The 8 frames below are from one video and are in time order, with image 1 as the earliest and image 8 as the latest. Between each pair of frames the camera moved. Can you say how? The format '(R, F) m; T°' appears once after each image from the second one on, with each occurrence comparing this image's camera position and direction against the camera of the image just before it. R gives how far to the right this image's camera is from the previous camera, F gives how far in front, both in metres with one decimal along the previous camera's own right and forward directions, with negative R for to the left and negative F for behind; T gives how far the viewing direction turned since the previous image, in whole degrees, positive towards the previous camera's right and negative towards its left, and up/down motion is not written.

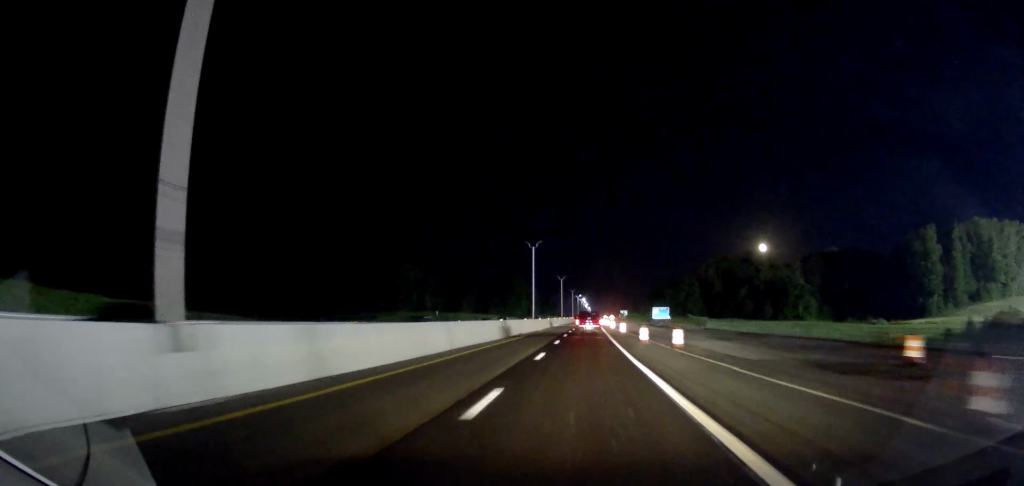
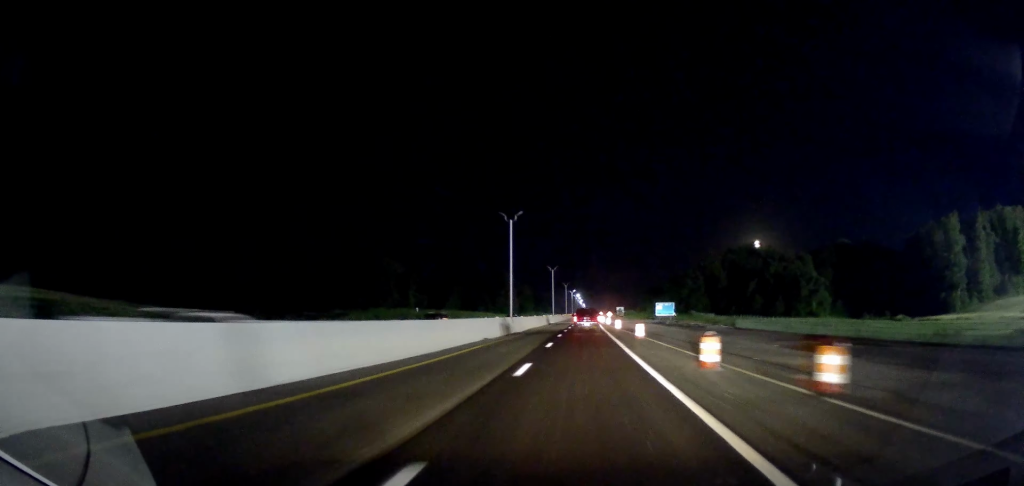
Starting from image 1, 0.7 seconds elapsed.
(+0.1, +18.3) m; 0°
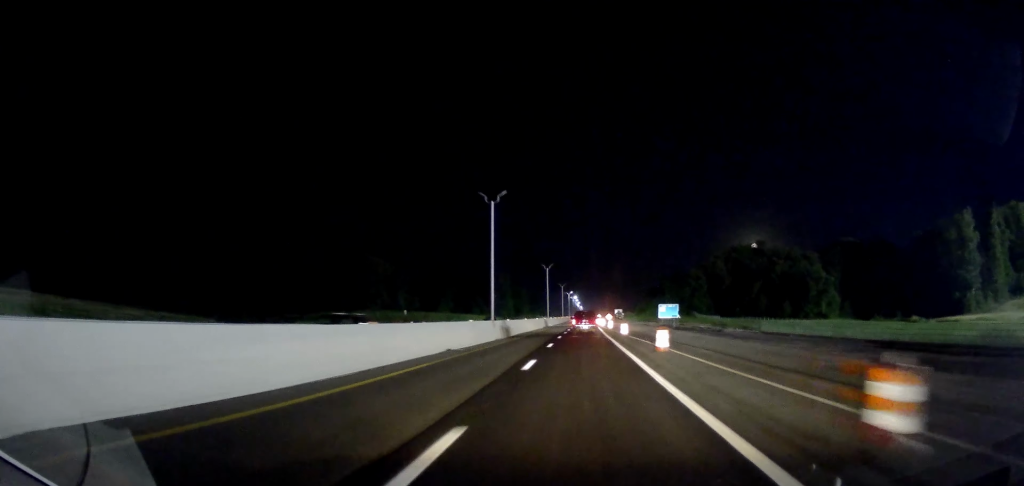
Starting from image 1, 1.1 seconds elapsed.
(0.0, +10.0) m; 0°
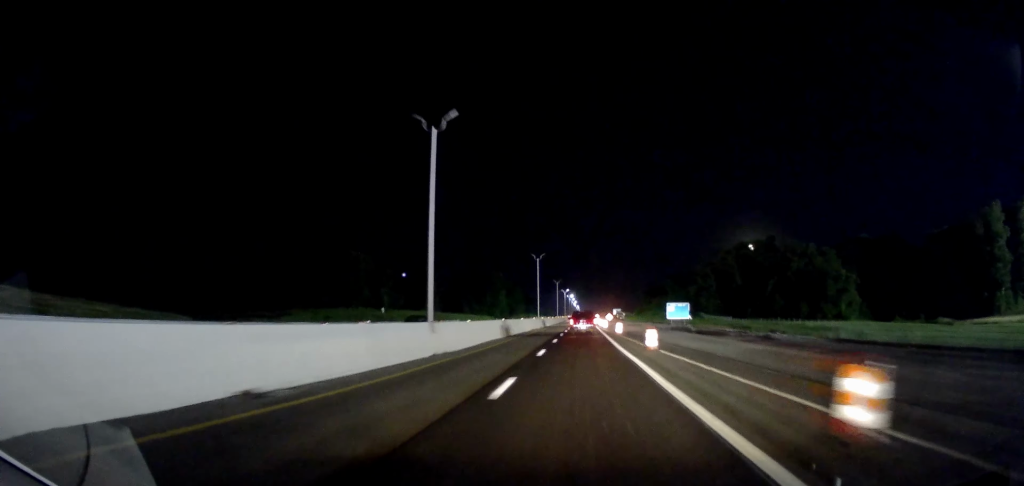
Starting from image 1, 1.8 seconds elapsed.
(0.0, +17.5) m; 0°
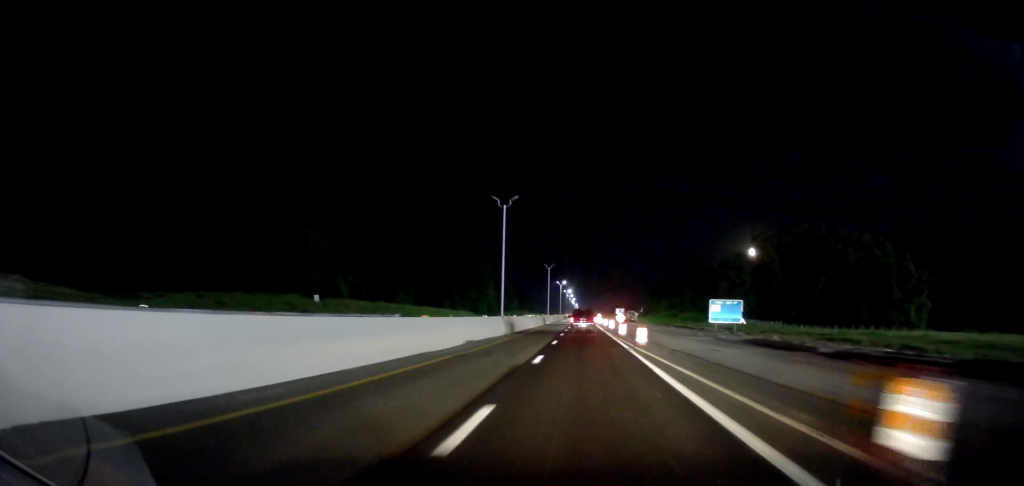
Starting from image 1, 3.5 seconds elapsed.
(+0.3, +40.7) m; +2°
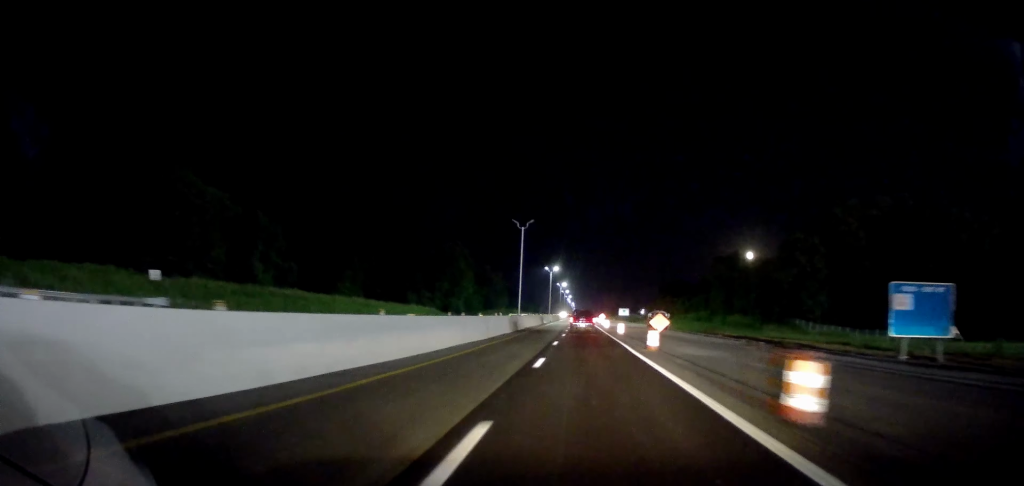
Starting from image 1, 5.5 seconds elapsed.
(+0.5, +50.6) m; 0°
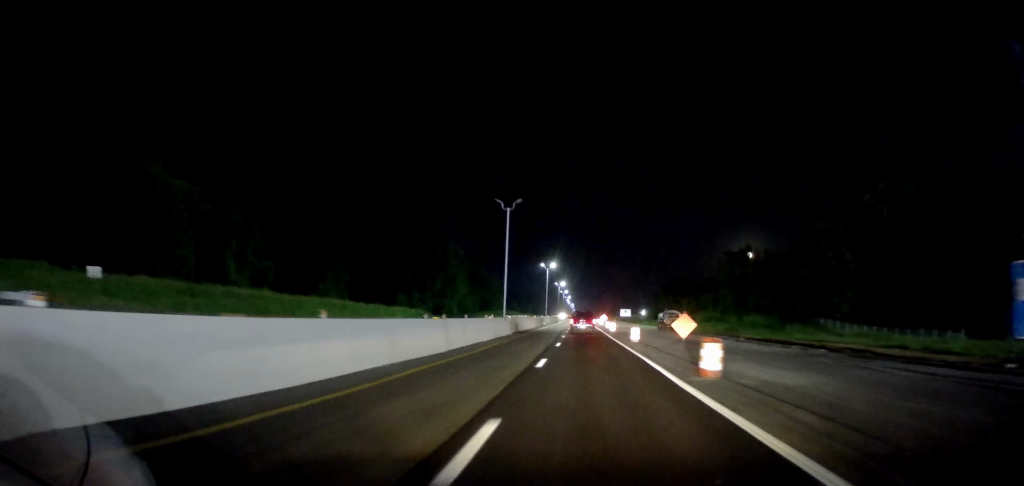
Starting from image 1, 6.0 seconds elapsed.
(-0.3, +11.5) m; 0°
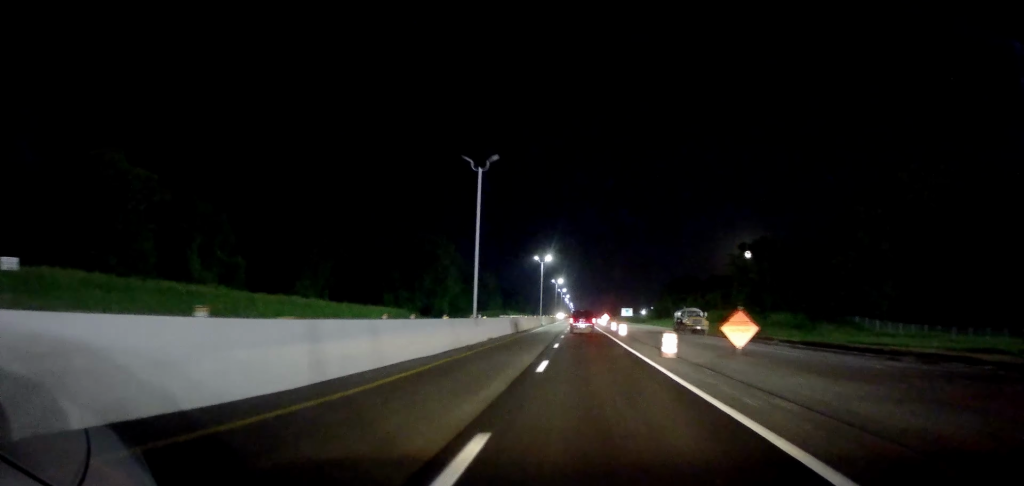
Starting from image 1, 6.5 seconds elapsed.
(+0.1, +13.2) m; 0°
